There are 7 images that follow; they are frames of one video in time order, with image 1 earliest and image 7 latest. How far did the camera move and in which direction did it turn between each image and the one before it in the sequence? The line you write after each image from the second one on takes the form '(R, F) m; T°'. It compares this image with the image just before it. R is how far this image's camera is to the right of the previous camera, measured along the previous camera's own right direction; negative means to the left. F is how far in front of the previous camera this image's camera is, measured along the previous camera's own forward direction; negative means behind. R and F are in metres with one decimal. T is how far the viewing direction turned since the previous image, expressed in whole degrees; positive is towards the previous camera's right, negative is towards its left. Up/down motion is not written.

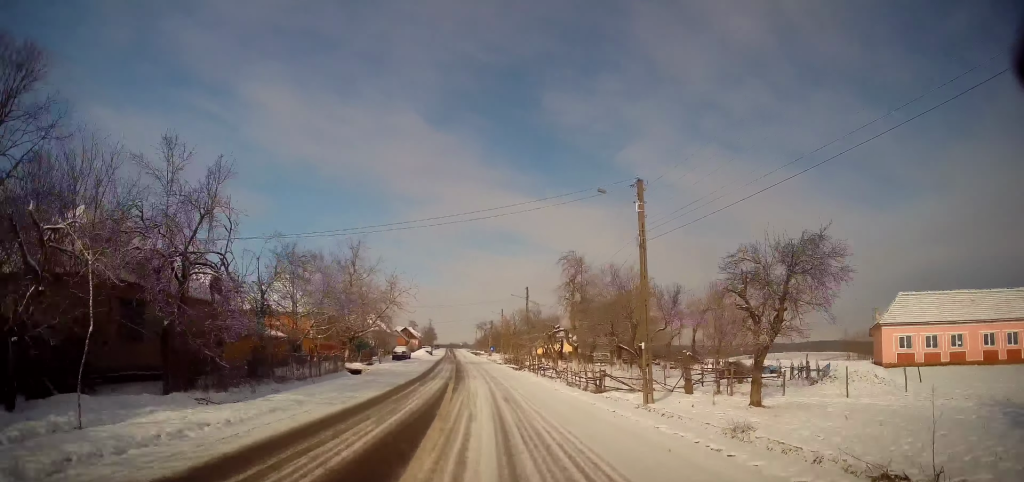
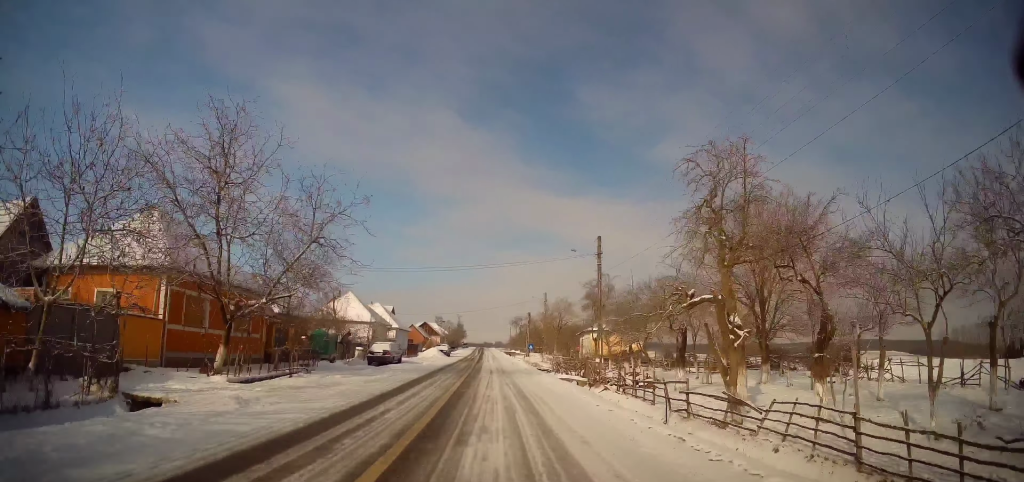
(-0.2, +22.7) m; -3°
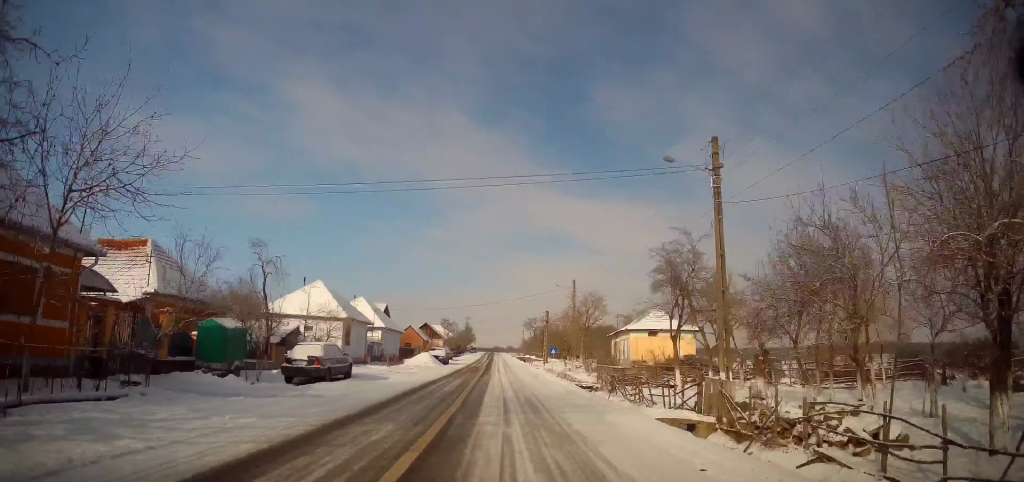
(-0.5, +14.8) m; -2°
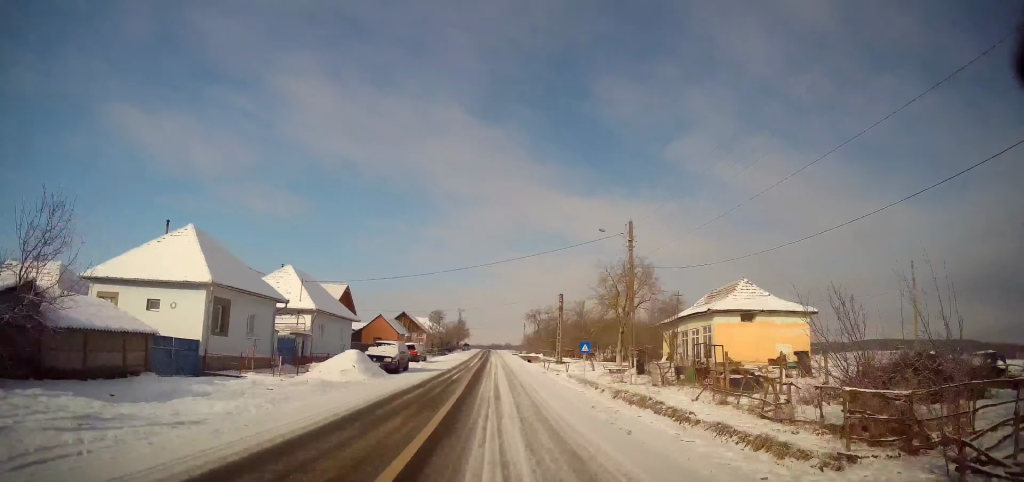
(-0.4, +20.5) m; 0°
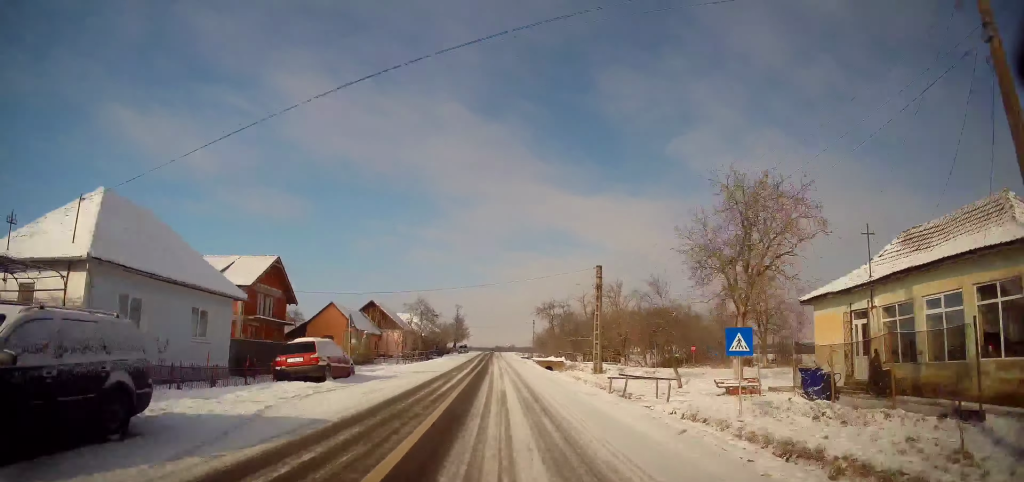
(+0.5, +20.9) m; +2°
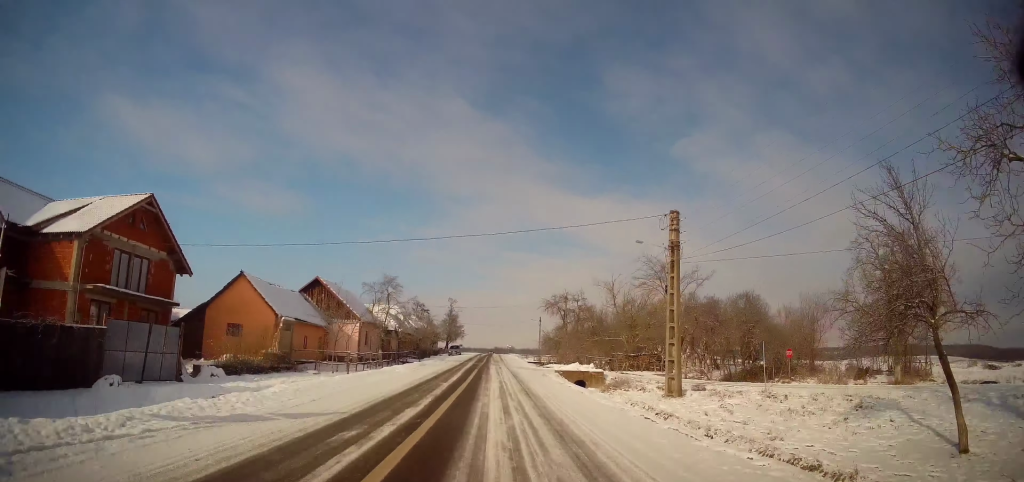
(0.0, +17.3) m; -1°
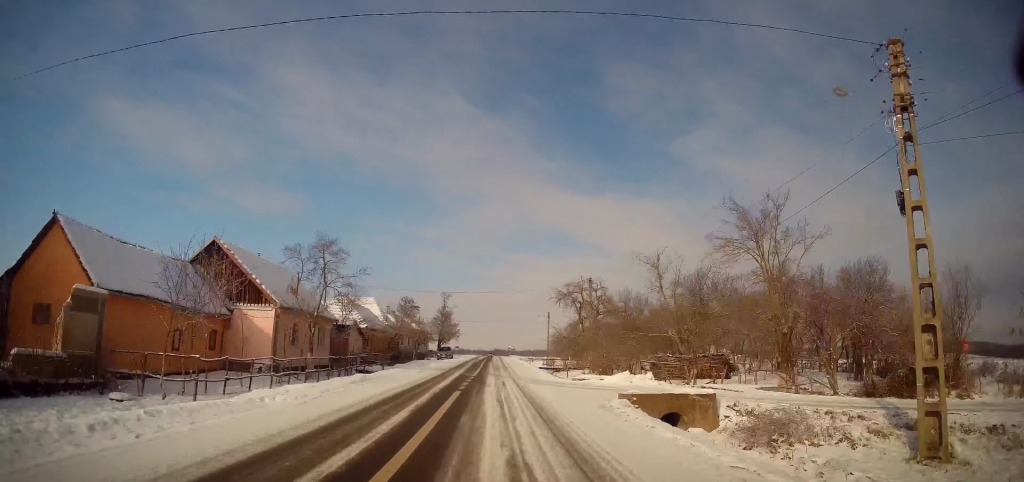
(-0.3, +14.8) m; -1°
